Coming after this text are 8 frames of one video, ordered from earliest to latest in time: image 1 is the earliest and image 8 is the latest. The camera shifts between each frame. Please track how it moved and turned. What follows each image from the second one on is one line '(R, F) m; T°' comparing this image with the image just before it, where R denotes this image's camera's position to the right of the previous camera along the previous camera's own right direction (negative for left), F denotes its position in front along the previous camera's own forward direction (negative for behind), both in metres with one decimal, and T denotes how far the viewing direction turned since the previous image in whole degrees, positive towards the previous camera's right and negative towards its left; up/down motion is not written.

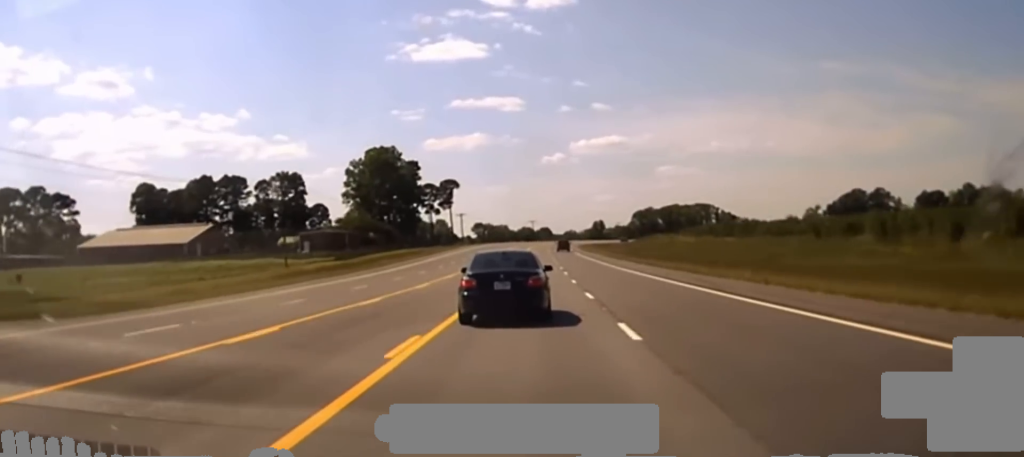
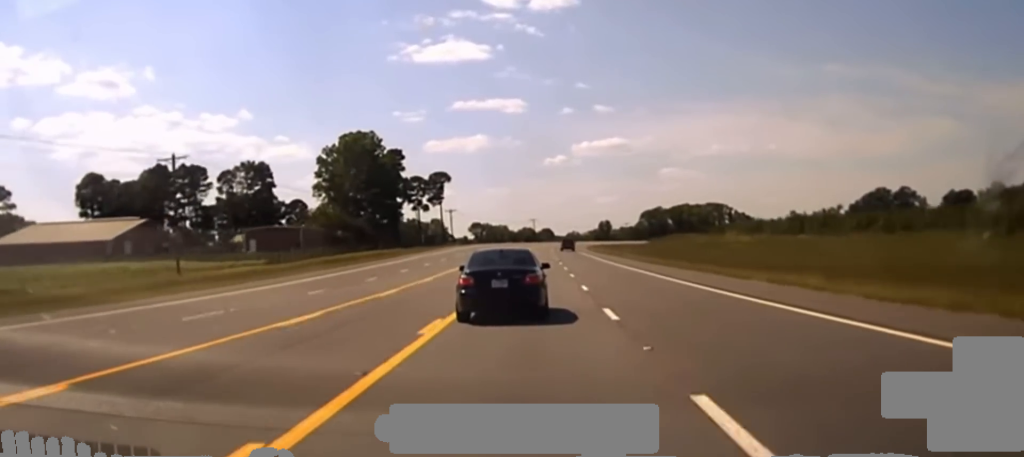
(+0.3, +28.5) m; 0°
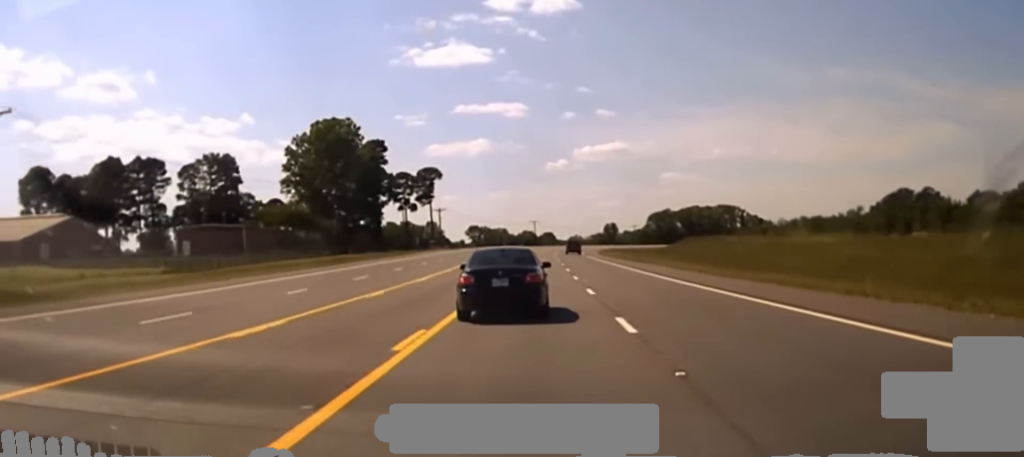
(-0.1, +23.4) m; 0°
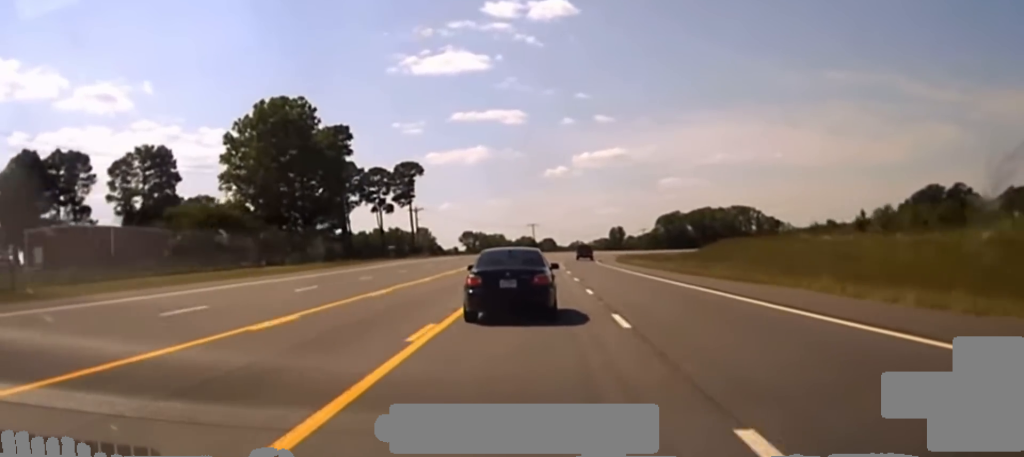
(-0.1, +33.9) m; 0°
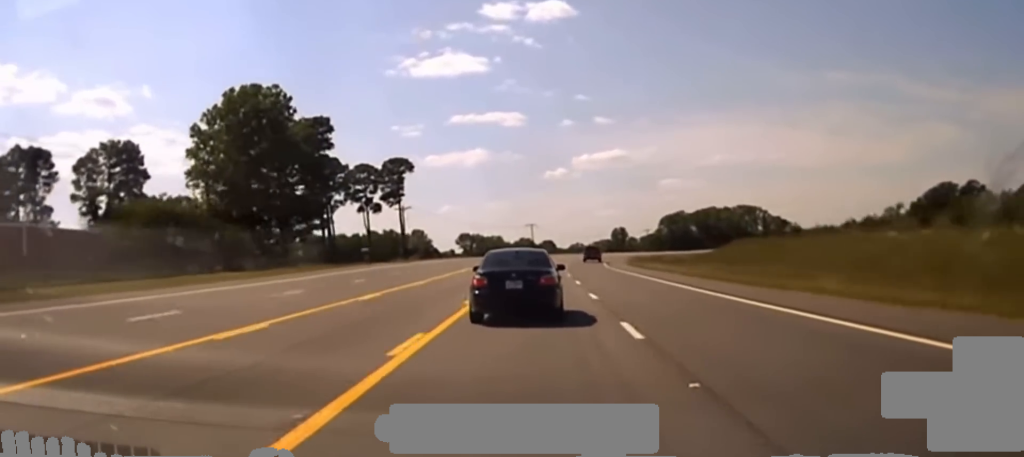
(0.0, +14.6) m; 0°
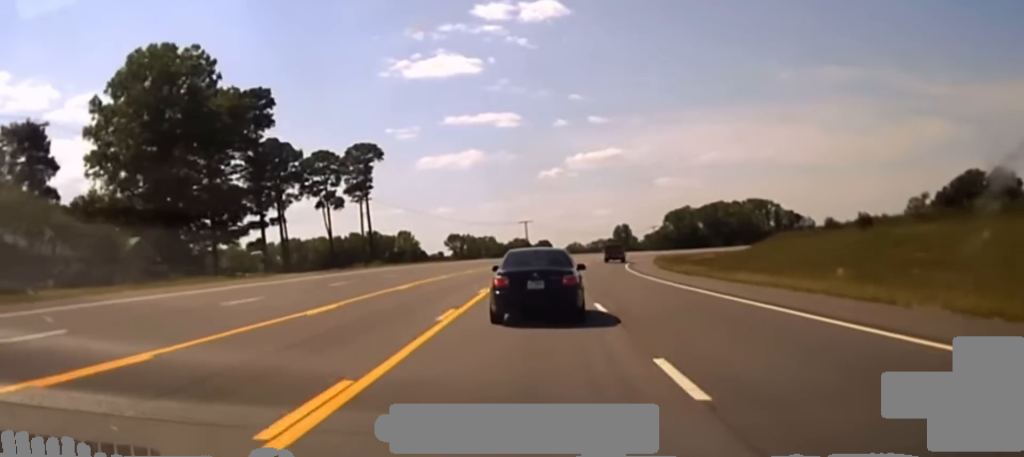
(+0.1, +34.3) m; +1°
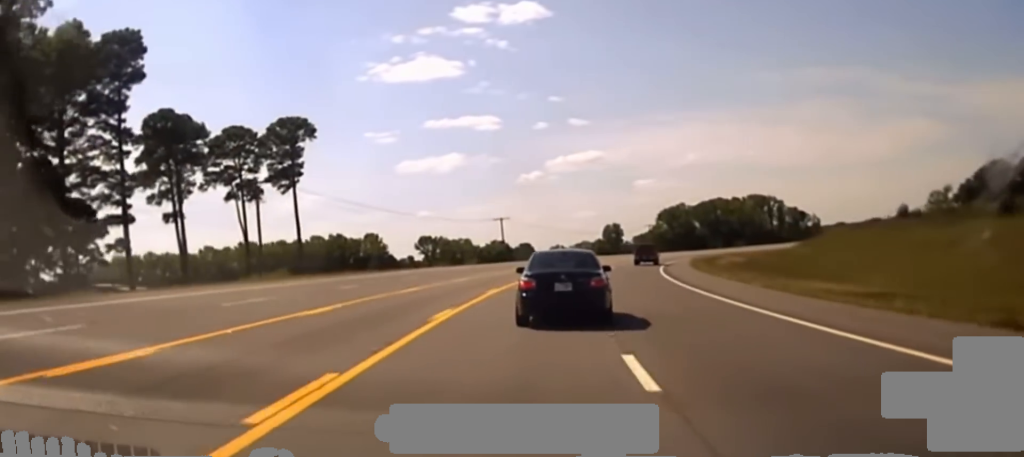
(+0.2, +37.7) m; +2°
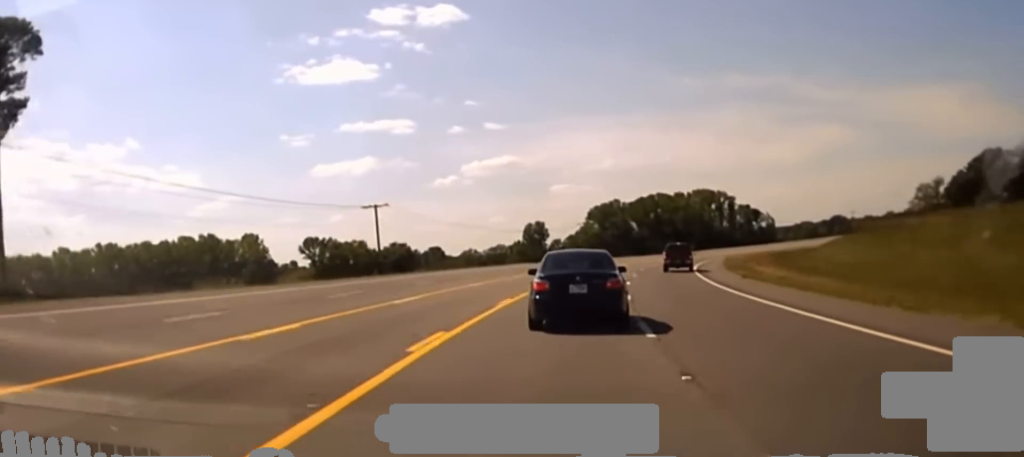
(+2.3, +53.7) m; +5°
